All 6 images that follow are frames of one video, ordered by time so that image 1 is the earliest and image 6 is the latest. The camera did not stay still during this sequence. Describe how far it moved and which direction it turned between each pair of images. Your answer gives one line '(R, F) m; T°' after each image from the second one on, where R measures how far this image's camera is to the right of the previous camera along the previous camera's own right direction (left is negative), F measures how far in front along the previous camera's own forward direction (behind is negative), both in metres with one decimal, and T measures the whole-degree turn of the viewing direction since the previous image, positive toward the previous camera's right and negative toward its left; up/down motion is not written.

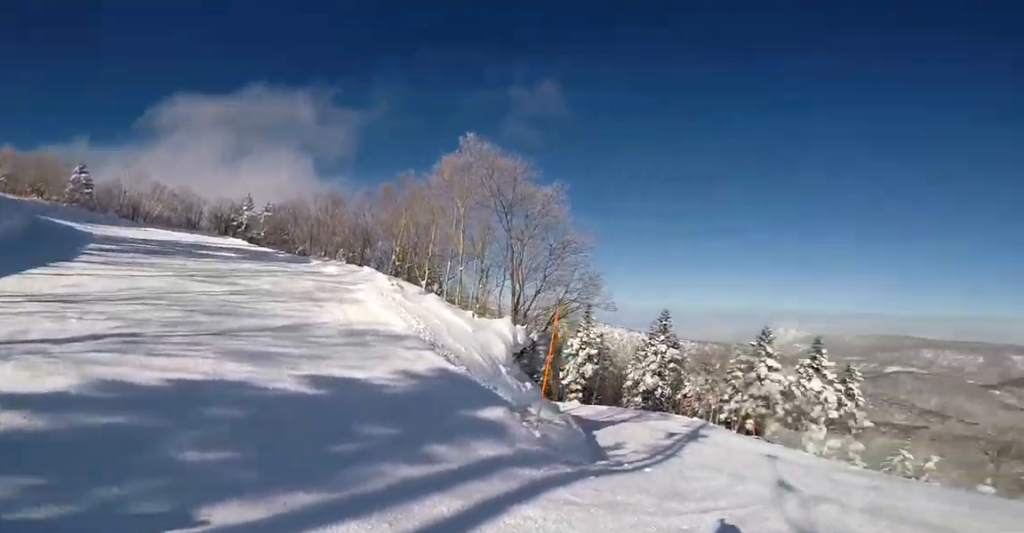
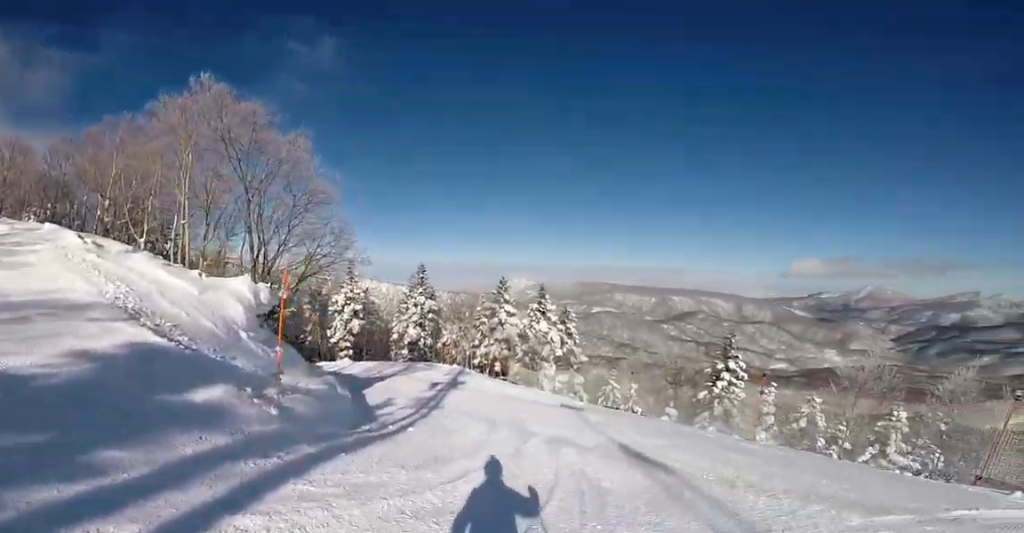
(-0.2, +1.2) m; +2°
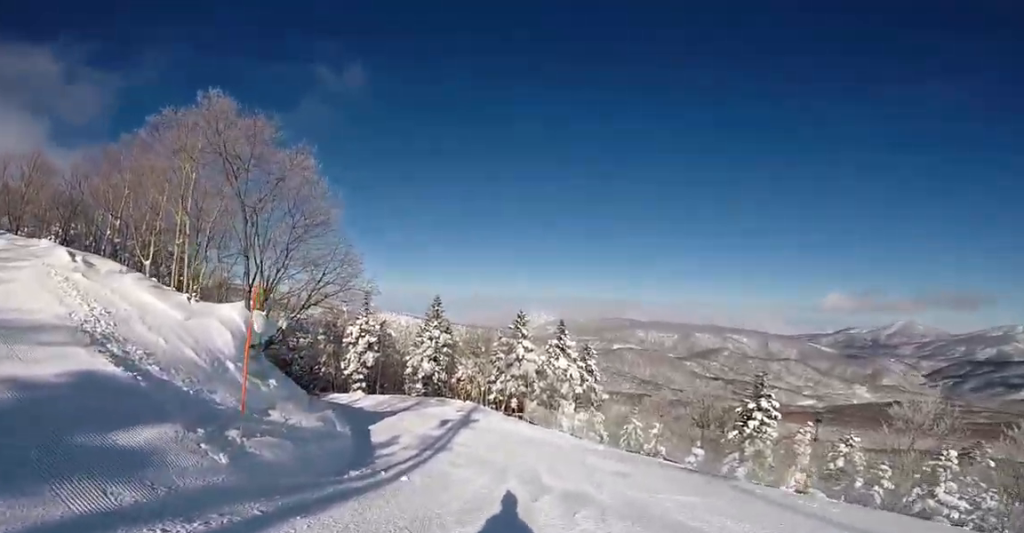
(0.0, +1.4) m; 0°
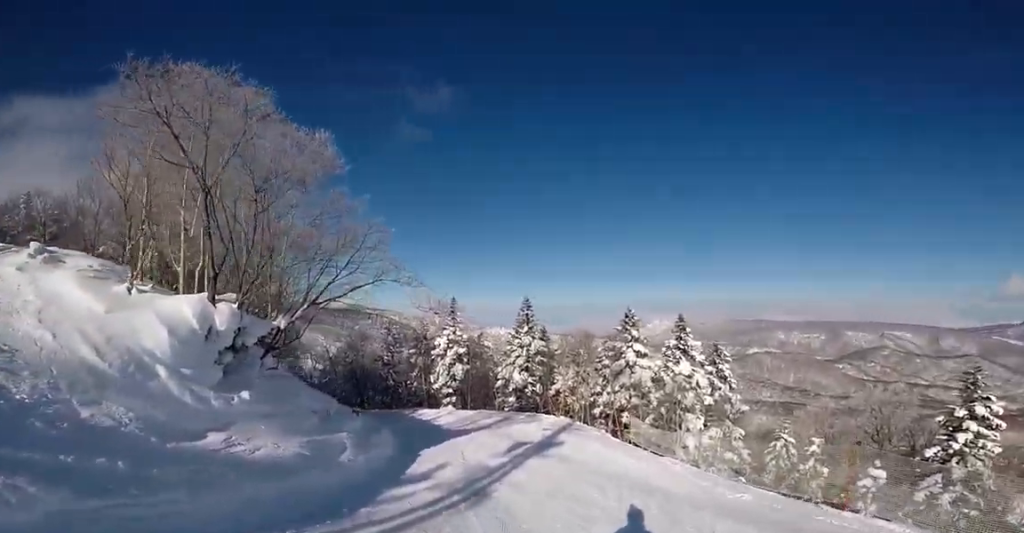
(-0.2, +4.8) m; -19°
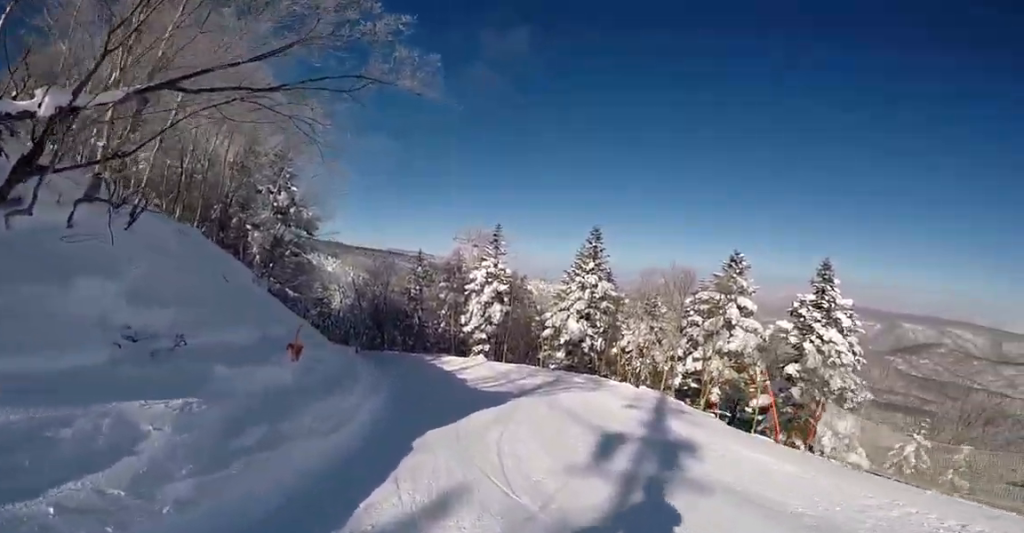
(-2.0, +8.0) m; -16°
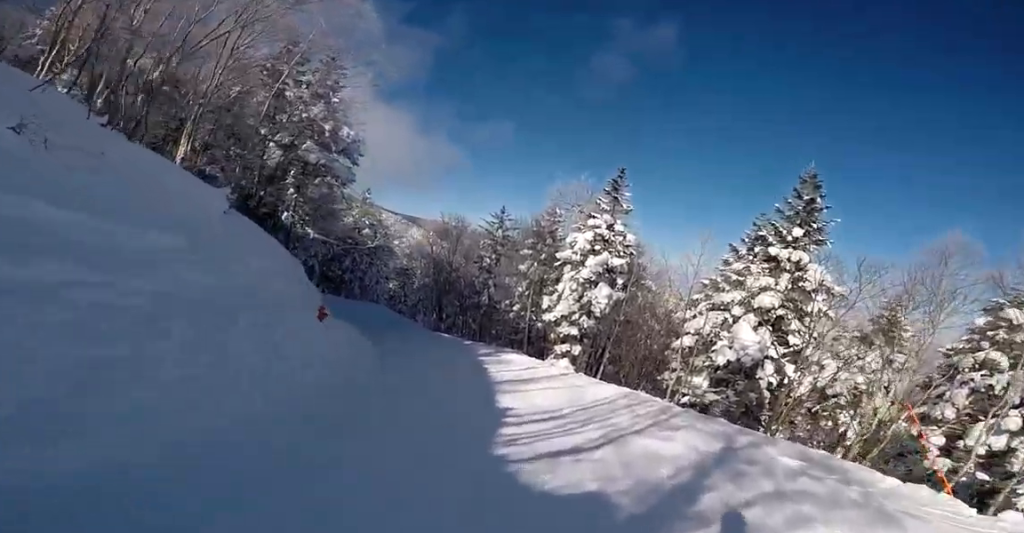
(-0.1, +9.9) m; -17°
